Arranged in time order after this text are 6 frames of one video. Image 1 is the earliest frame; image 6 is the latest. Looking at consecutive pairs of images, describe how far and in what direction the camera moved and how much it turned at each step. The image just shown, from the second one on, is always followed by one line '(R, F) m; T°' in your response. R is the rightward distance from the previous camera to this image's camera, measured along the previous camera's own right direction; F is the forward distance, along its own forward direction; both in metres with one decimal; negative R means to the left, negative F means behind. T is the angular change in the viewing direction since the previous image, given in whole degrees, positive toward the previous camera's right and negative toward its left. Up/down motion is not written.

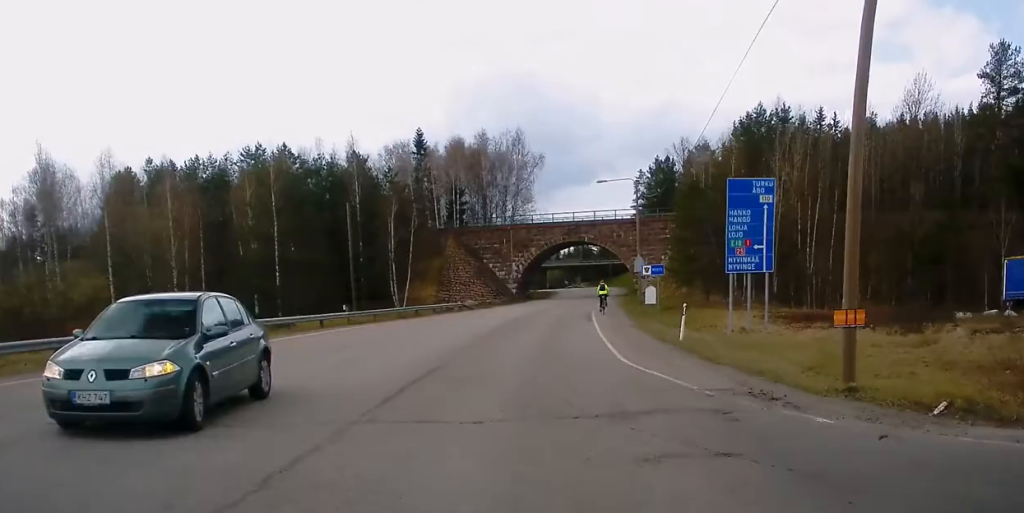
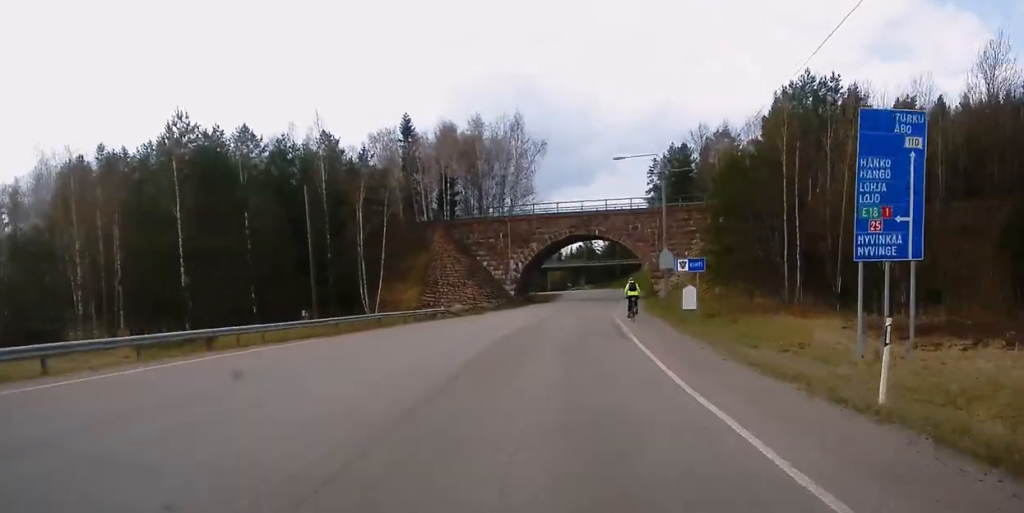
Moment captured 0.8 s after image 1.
(0.0, +13.4) m; +1°
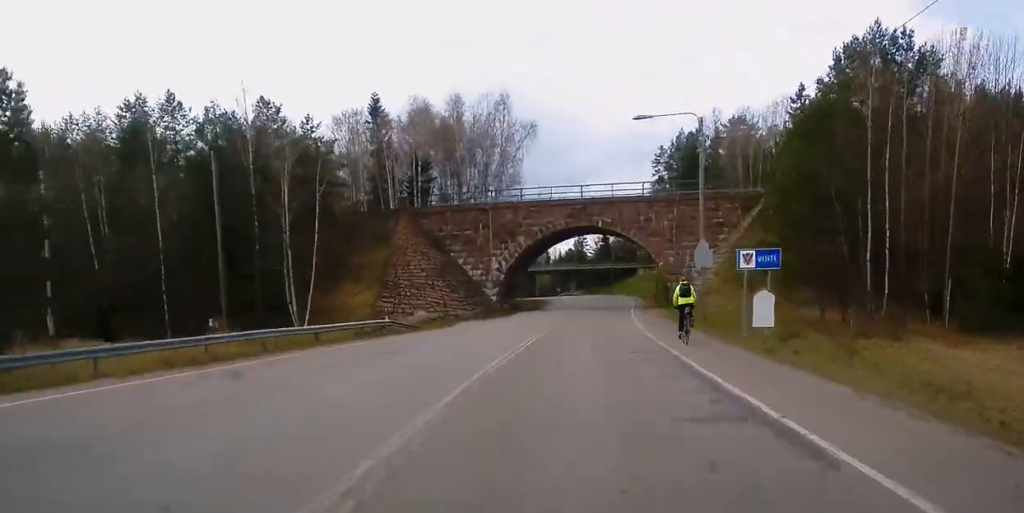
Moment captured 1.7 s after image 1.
(+0.3, +15.6) m; +2°
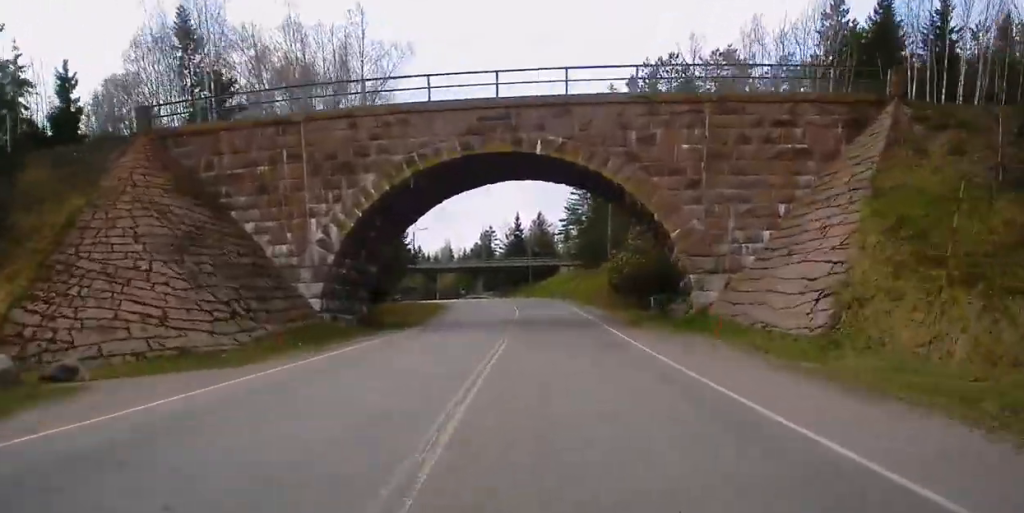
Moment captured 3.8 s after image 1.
(+1.2, +34.3) m; +4°
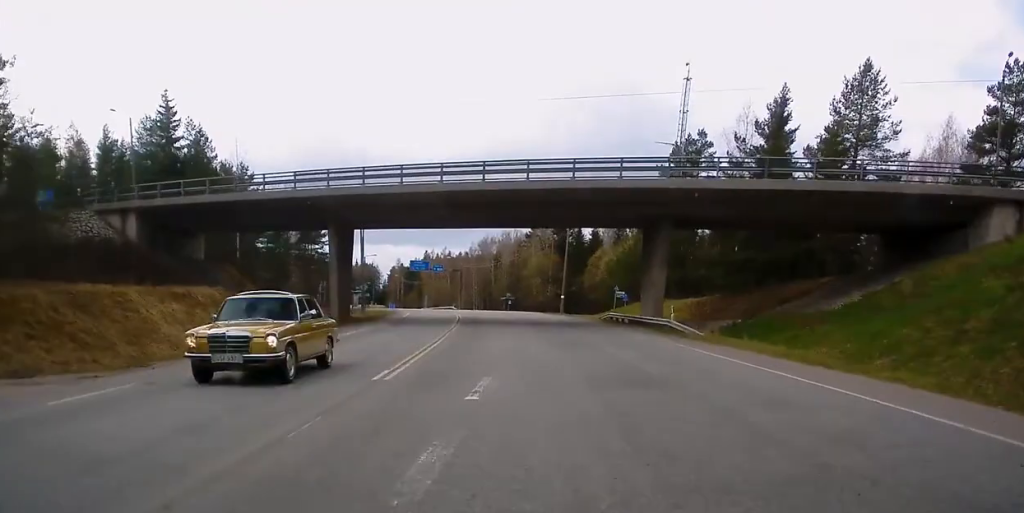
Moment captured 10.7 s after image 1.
(-4.4, +114.4) m; -11°
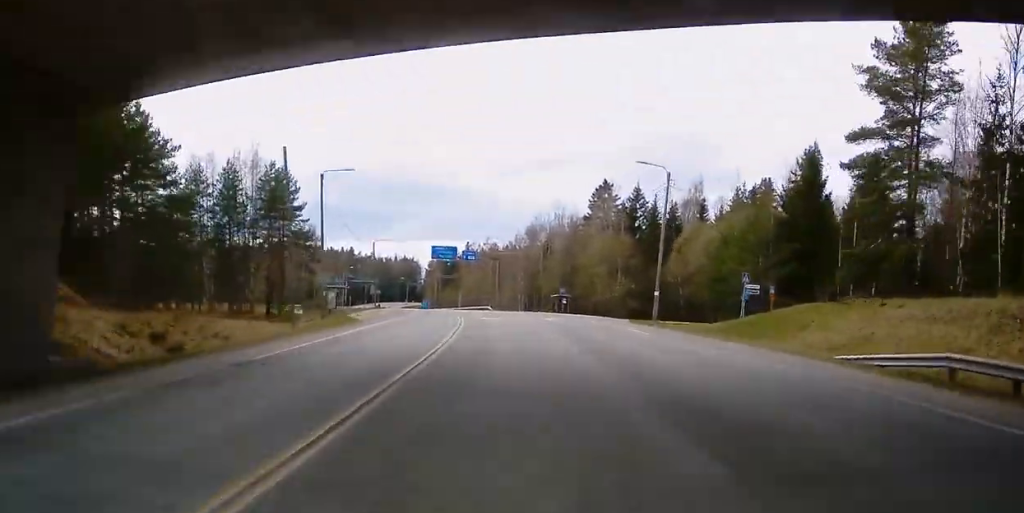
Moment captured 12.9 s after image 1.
(-1.7, +35.5) m; -4°
